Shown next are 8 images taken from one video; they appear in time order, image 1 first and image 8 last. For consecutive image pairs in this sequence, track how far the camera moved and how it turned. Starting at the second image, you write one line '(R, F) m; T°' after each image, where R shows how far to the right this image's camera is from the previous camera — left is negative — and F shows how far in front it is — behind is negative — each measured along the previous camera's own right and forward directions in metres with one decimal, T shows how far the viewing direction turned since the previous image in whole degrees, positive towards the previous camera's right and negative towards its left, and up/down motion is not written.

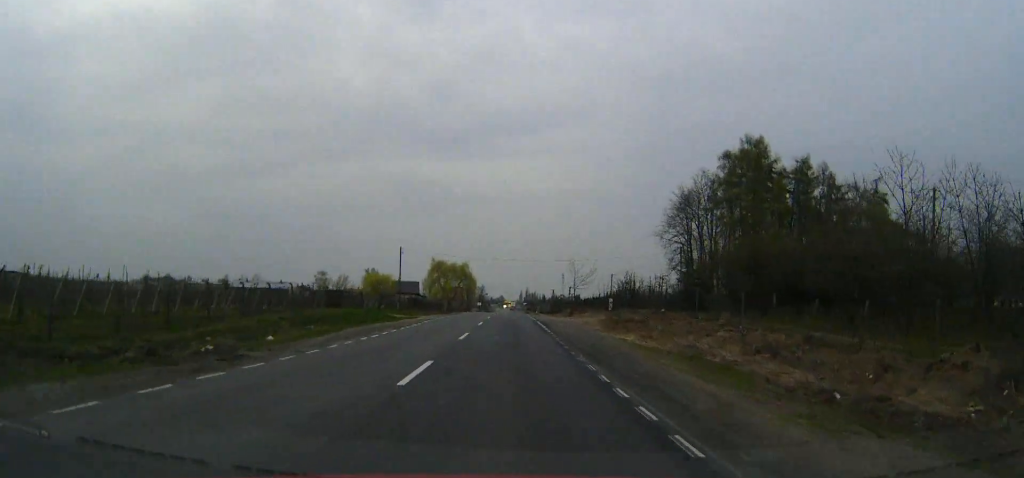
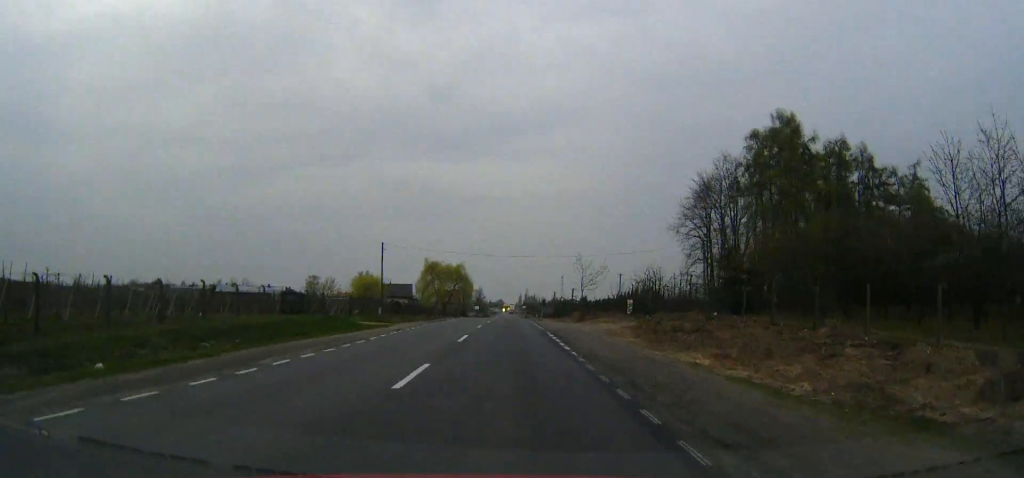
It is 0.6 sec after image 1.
(0.0, +12.4) m; 0°
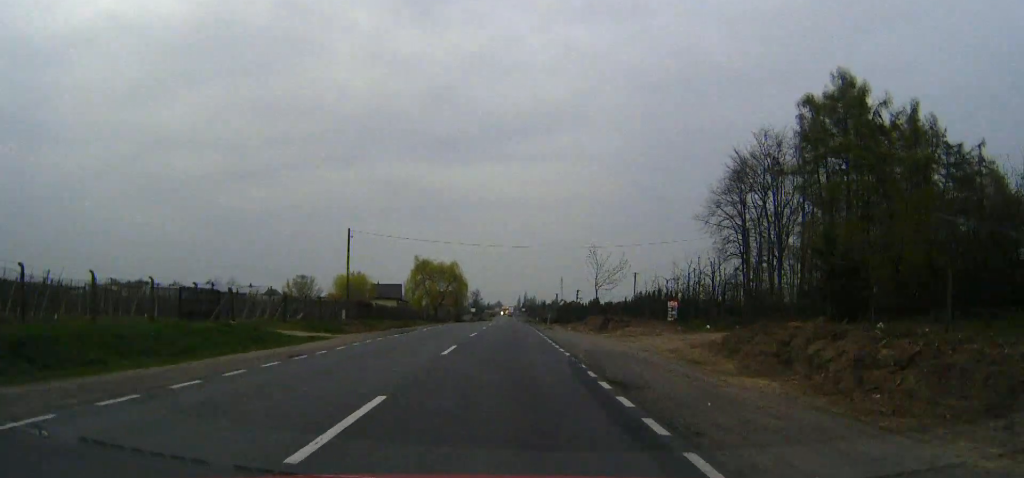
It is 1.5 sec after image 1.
(0.0, +16.6) m; 0°
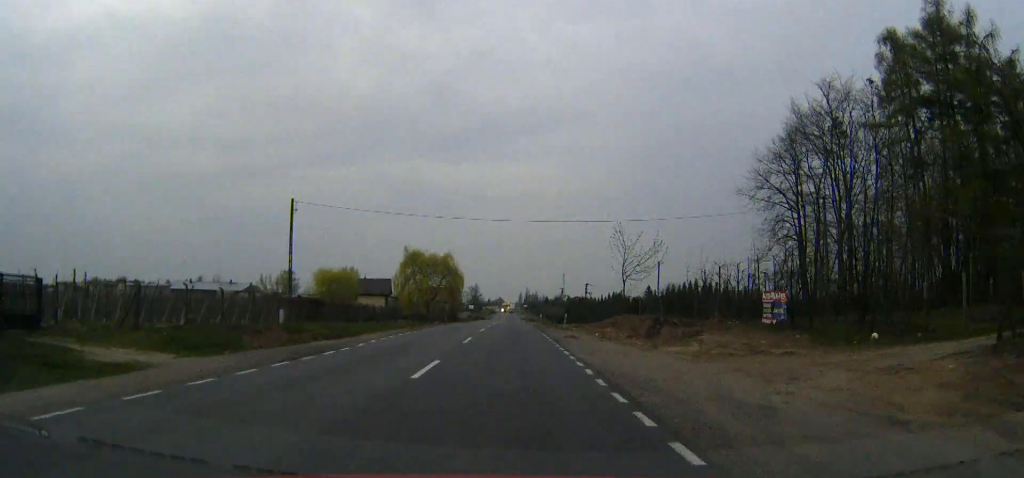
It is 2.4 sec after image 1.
(0.0, +17.6) m; 0°
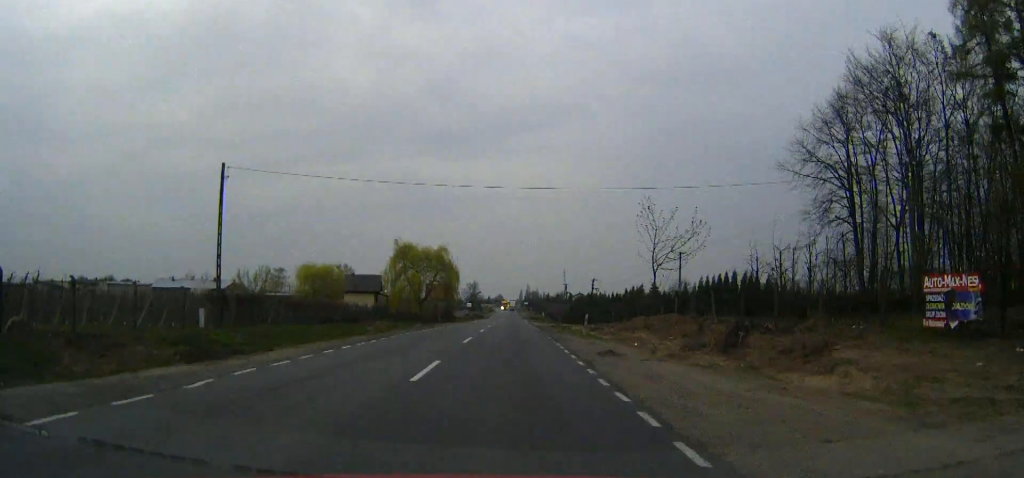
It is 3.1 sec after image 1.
(0.0, +12.3) m; 0°
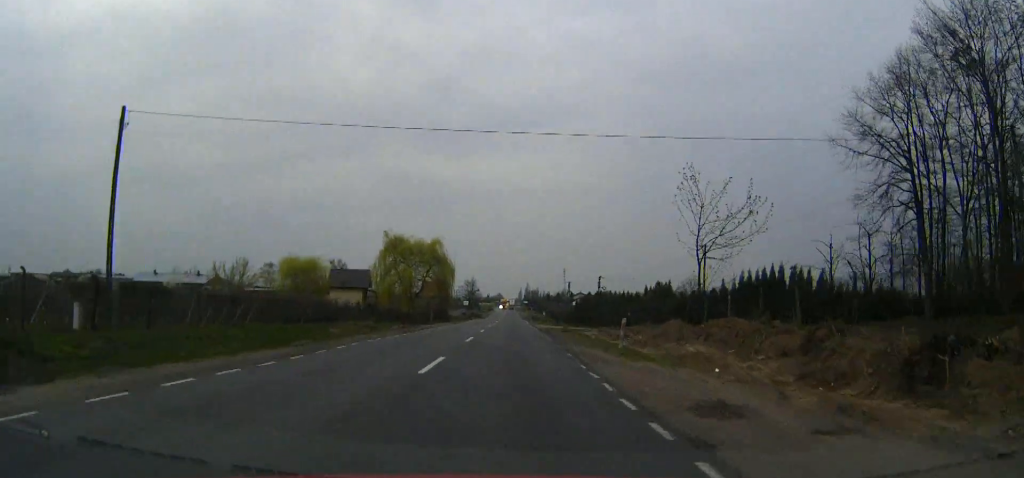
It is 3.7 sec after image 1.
(0.0, +11.0) m; 0°
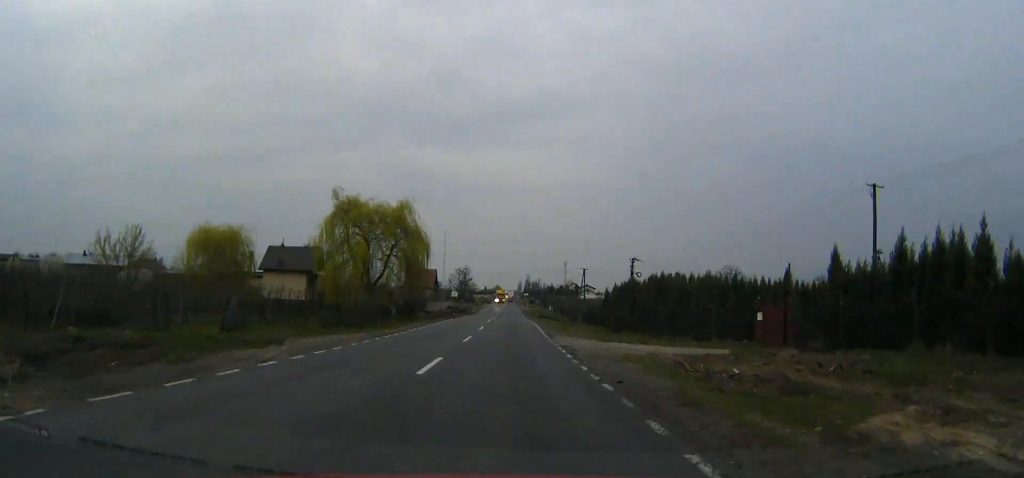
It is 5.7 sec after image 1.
(0.0, +36.0) m; 0°
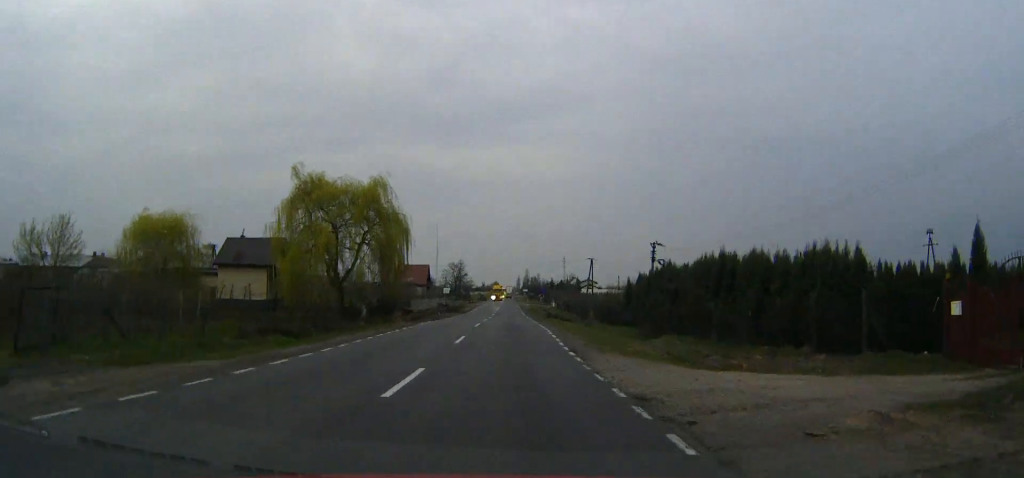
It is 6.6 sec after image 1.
(+0.1, +15.2) m; 0°
